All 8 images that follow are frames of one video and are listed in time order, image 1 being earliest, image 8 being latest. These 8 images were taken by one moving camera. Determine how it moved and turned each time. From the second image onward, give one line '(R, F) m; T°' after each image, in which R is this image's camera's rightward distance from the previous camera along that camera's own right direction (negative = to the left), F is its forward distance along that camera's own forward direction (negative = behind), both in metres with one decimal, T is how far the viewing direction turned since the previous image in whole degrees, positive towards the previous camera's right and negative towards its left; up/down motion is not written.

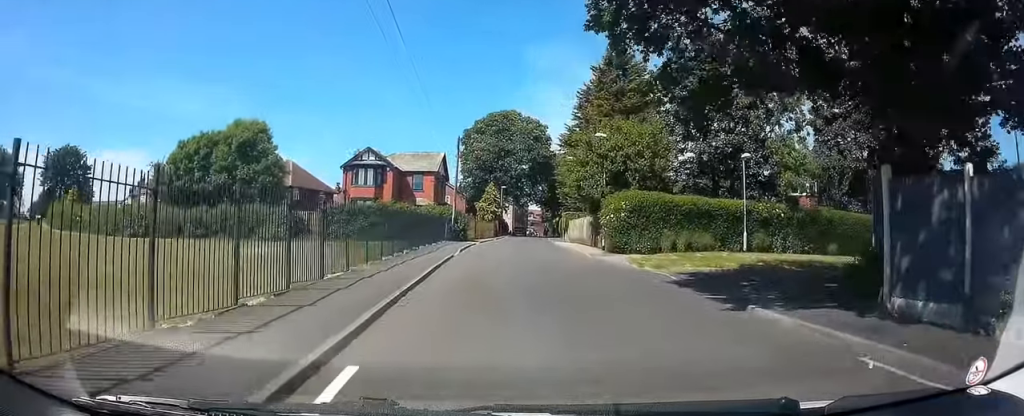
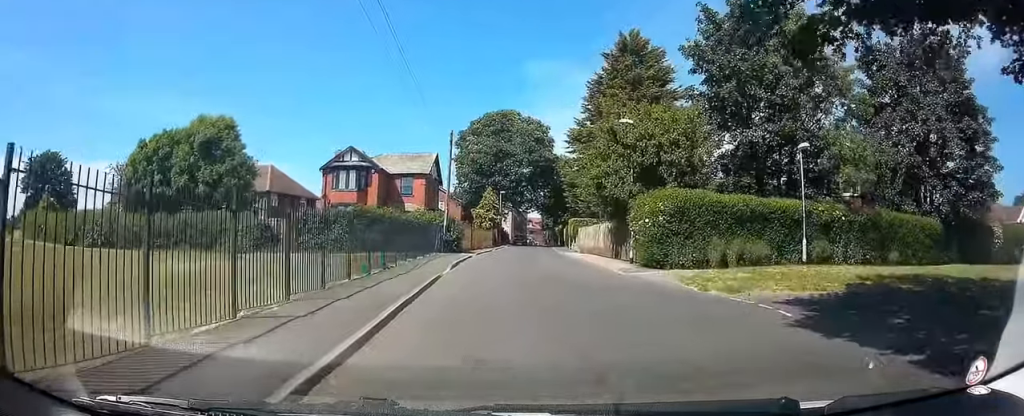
(0.0, +6.3) m; +1°
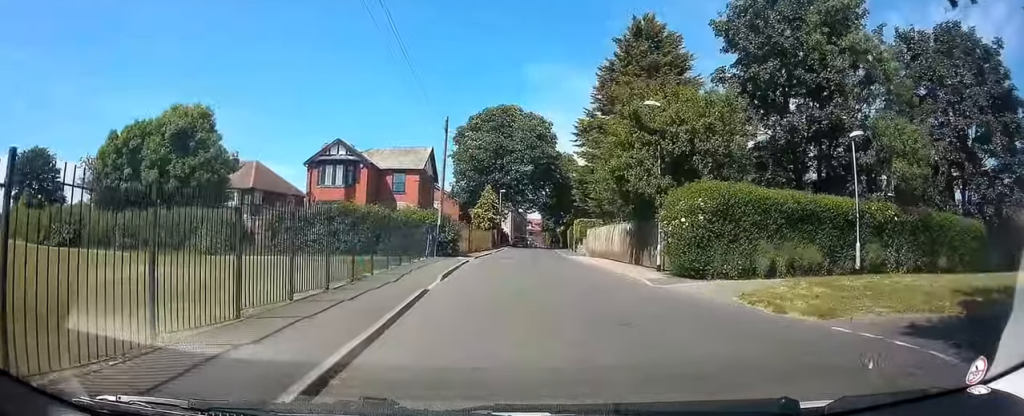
(0.0, +3.9) m; 0°
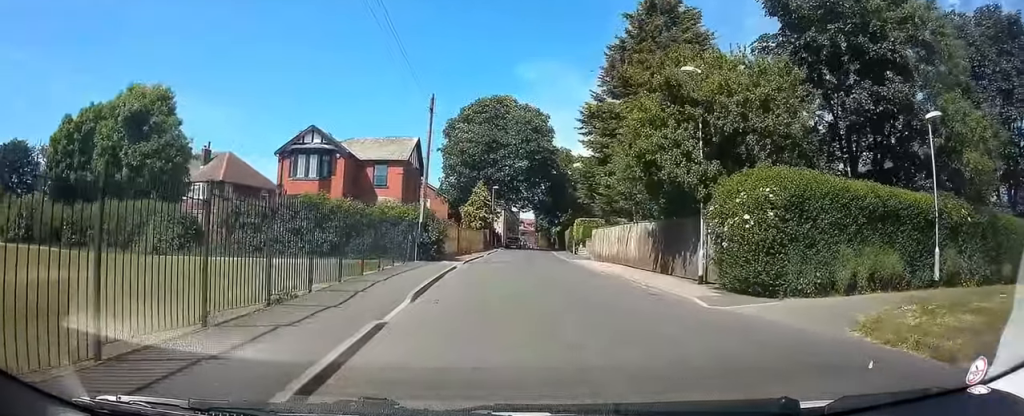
(0.0, +4.6) m; 0°
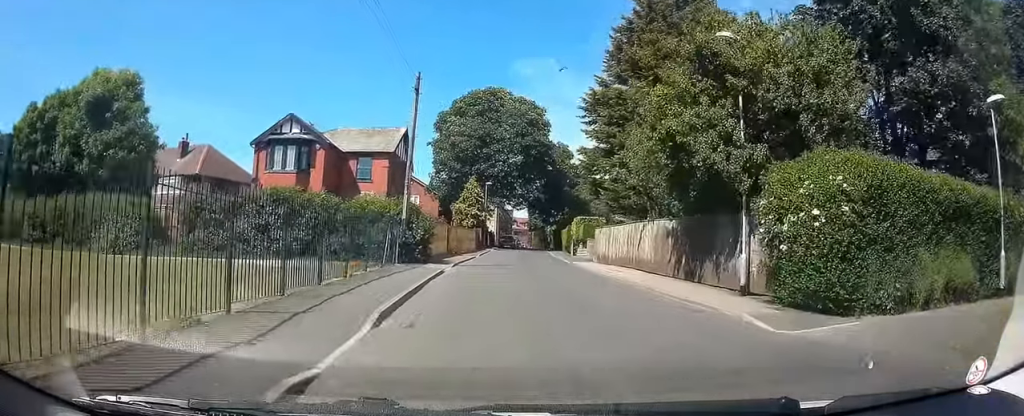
(0.0, +3.0) m; 0°
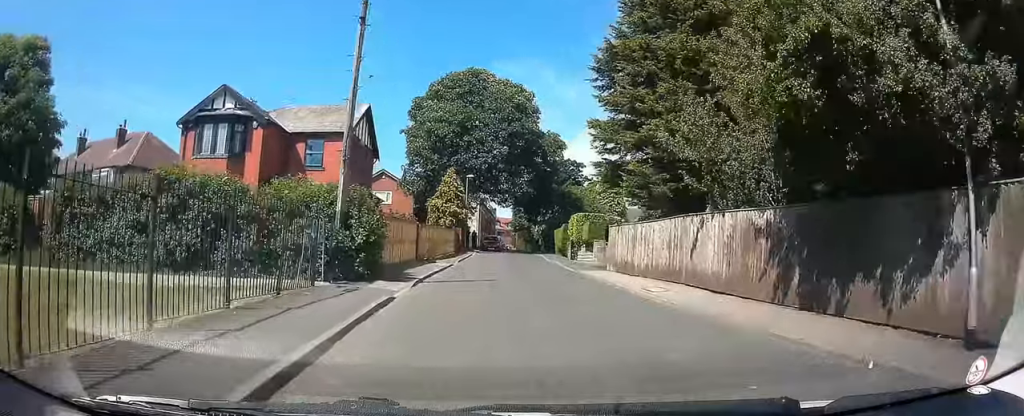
(0.0, +7.3) m; +2°
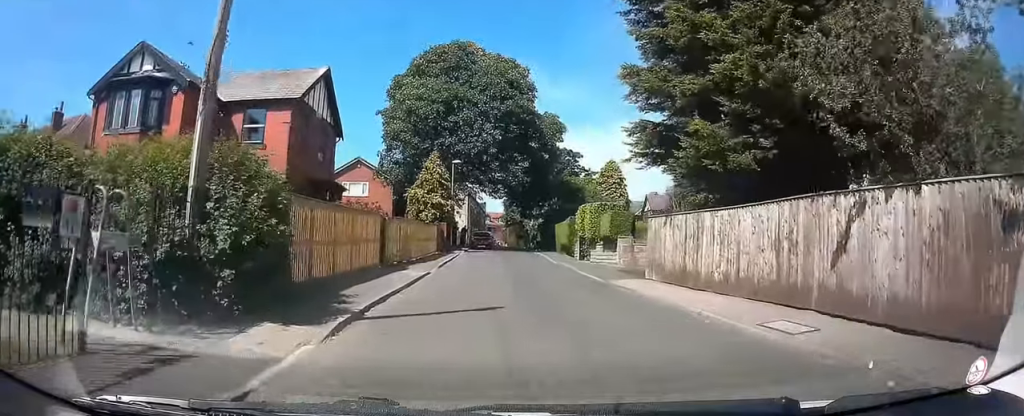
(+0.2, +6.9) m; +3°
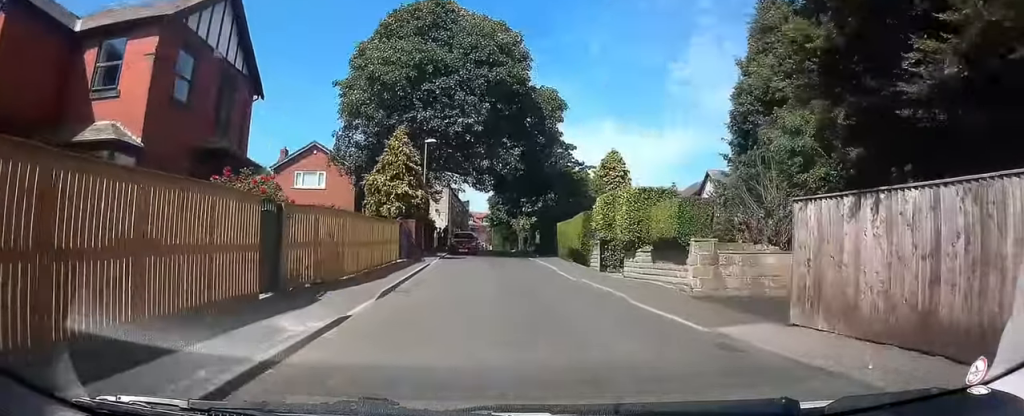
(+0.2, +9.2) m; +1°
